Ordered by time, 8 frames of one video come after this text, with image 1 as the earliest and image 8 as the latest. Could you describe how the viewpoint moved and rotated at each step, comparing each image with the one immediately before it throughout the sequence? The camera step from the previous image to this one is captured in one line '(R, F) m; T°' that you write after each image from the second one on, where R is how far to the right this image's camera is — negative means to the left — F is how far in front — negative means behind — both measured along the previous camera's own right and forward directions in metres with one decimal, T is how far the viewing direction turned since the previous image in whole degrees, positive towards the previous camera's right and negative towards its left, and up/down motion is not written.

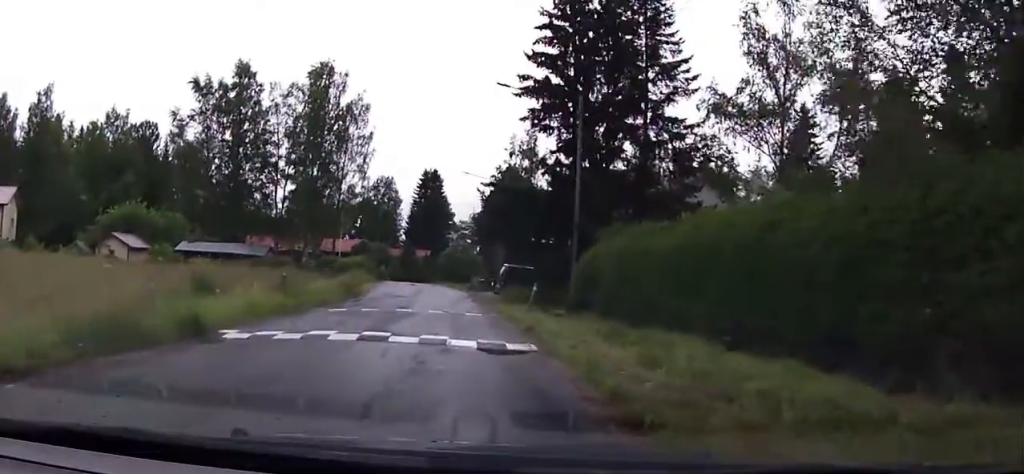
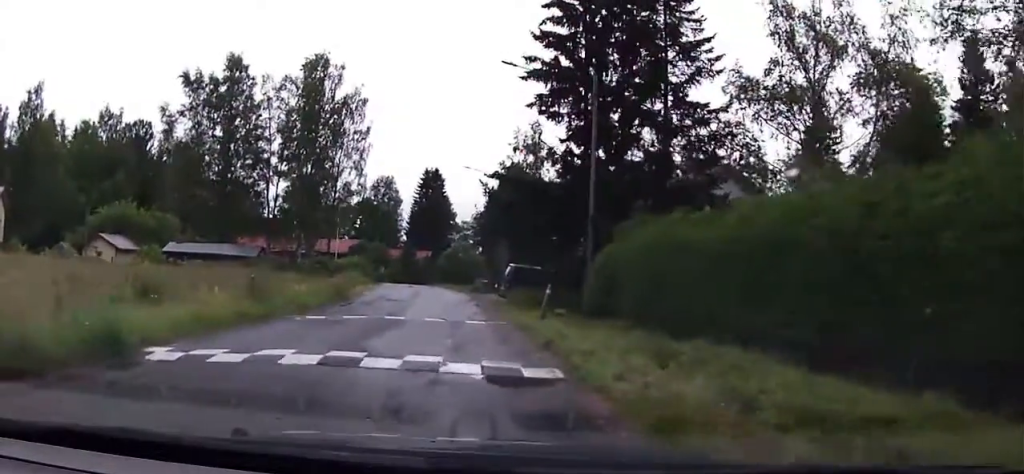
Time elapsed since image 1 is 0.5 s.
(+0.2, +3.3) m; +2°
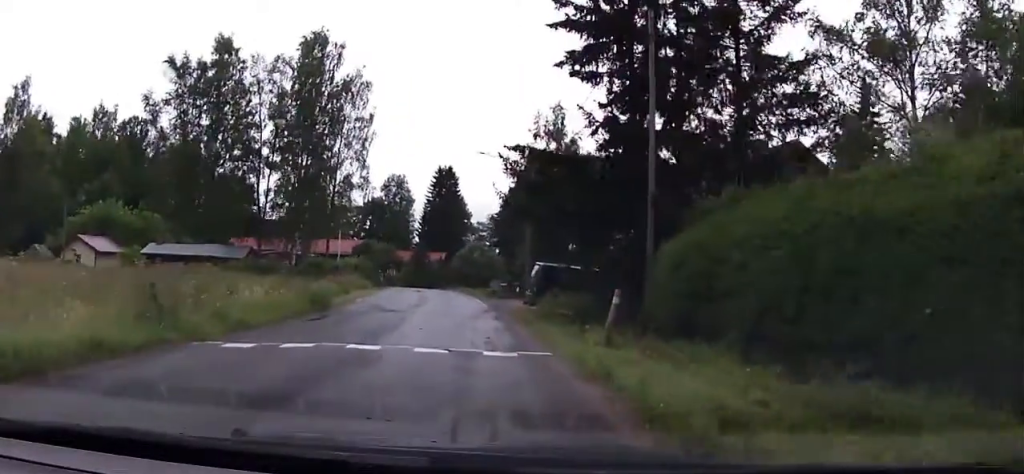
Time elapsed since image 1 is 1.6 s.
(+0.4, +7.2) m; -2°
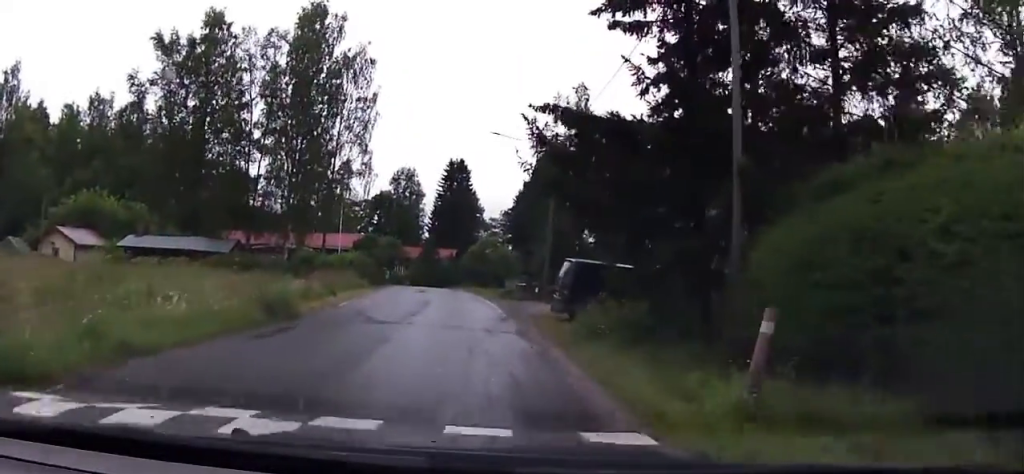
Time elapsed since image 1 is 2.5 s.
(-0.4, +5.7) m; -5°
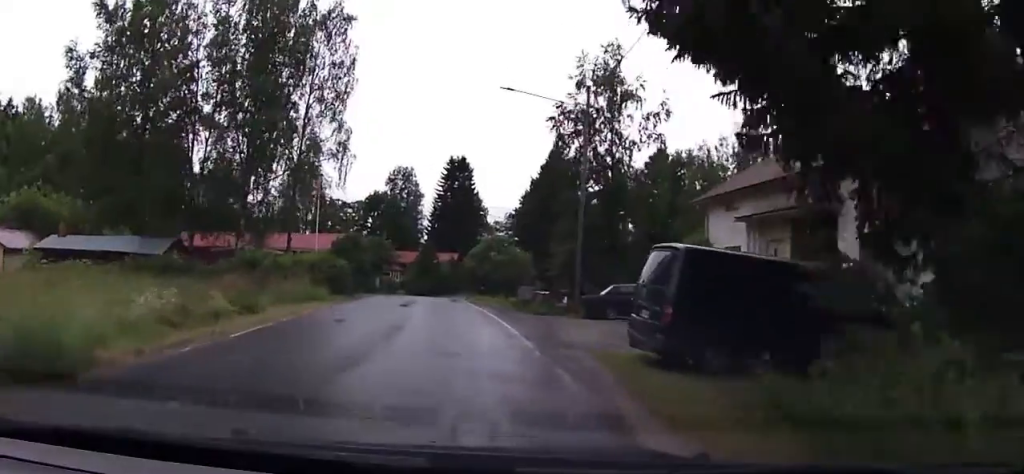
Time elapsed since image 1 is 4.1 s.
(+0.5, +10.3) m; +5°
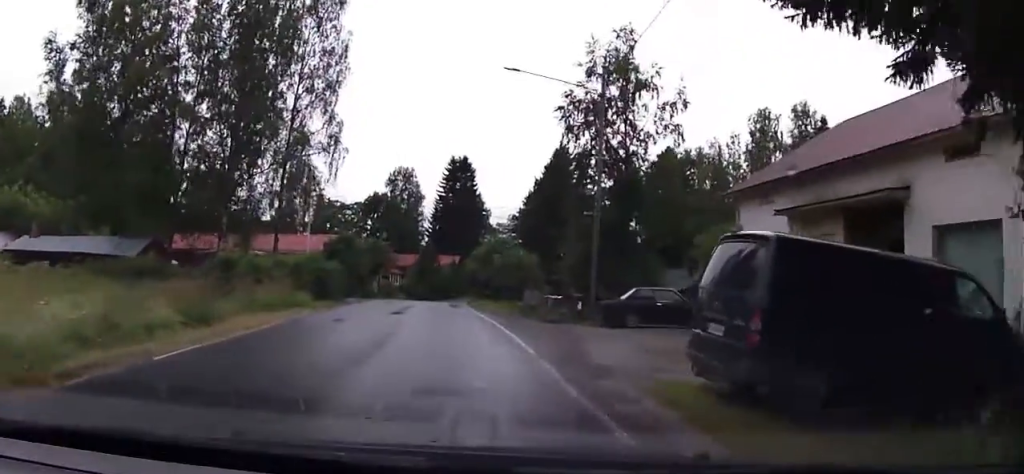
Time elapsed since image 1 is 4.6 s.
(-0.3, +3.0) m; 0°
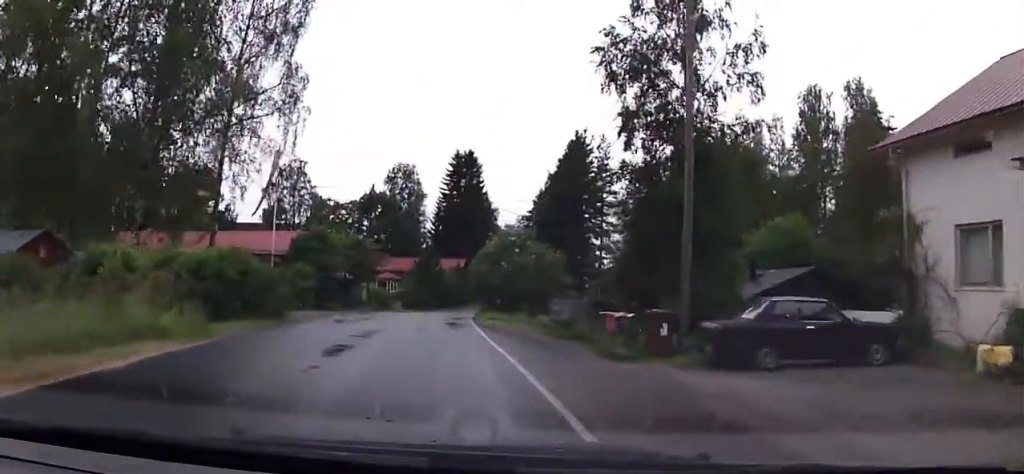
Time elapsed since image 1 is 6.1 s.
(+0.3, +9.9) m; +5°
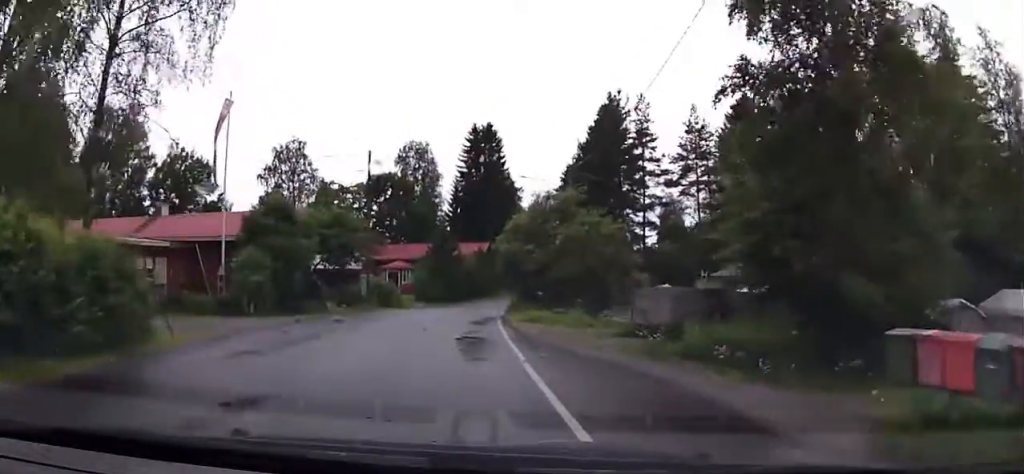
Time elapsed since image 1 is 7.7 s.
(0.0, +11.1) m; +3°
